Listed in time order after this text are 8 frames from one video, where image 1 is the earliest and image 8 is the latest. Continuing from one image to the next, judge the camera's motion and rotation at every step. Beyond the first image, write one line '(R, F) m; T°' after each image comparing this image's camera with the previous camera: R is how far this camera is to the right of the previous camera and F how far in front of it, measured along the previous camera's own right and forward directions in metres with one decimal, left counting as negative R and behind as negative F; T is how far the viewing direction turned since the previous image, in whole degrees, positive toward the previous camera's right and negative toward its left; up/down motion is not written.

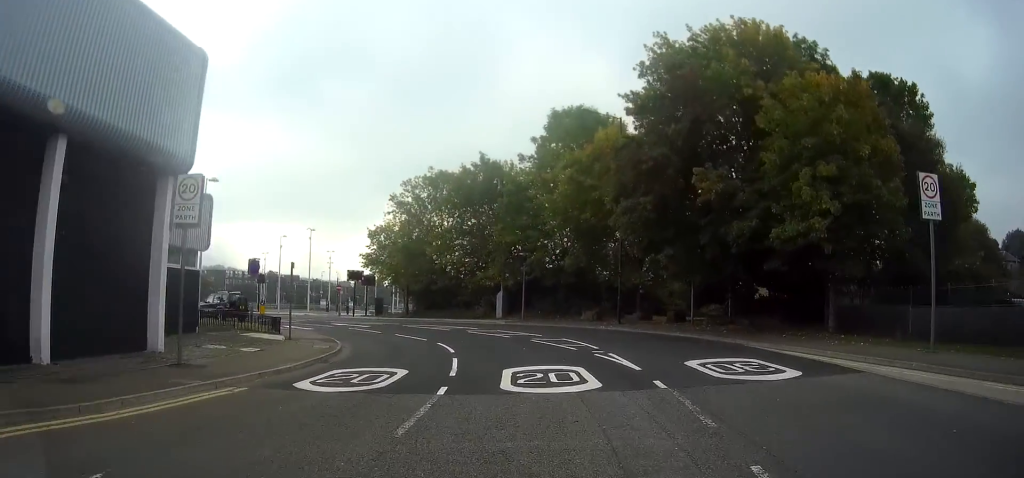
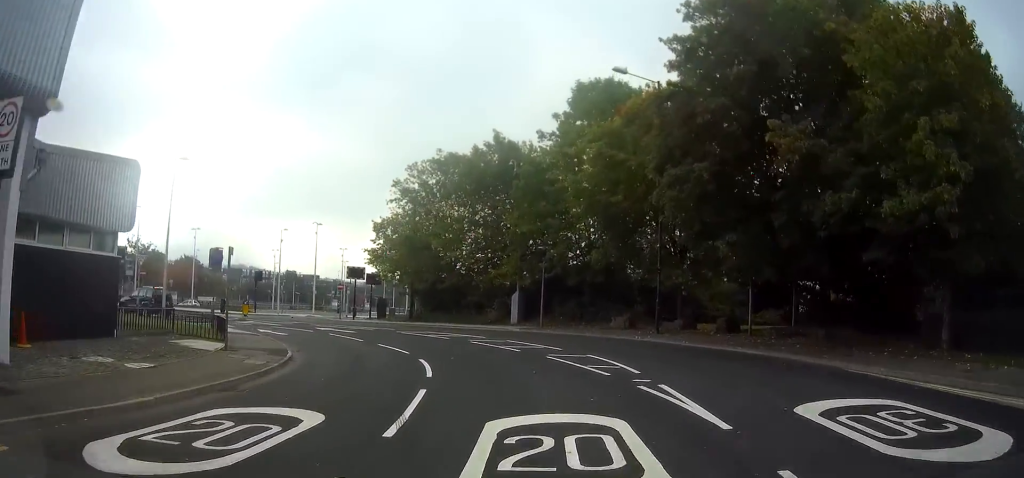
(+0.1, +6.2) m; -2°
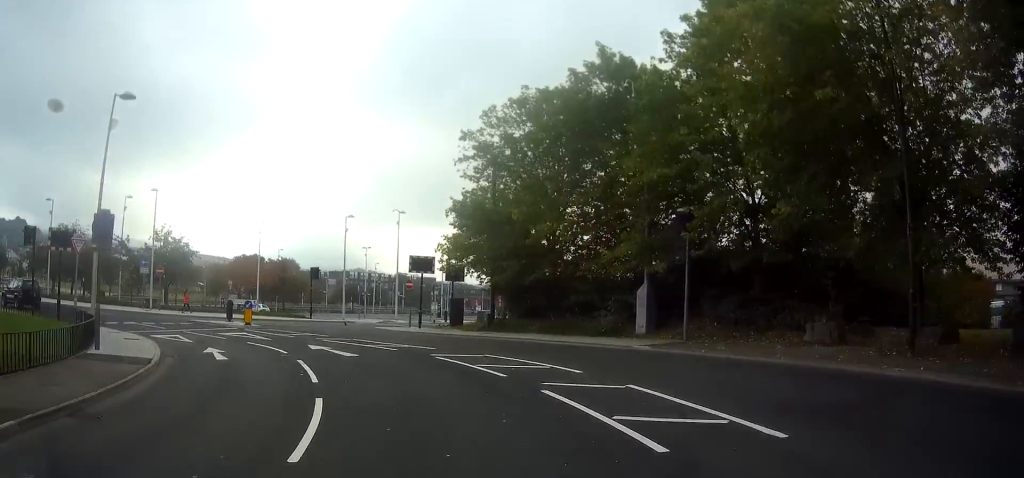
(-1.3, +13.2) m; -15°
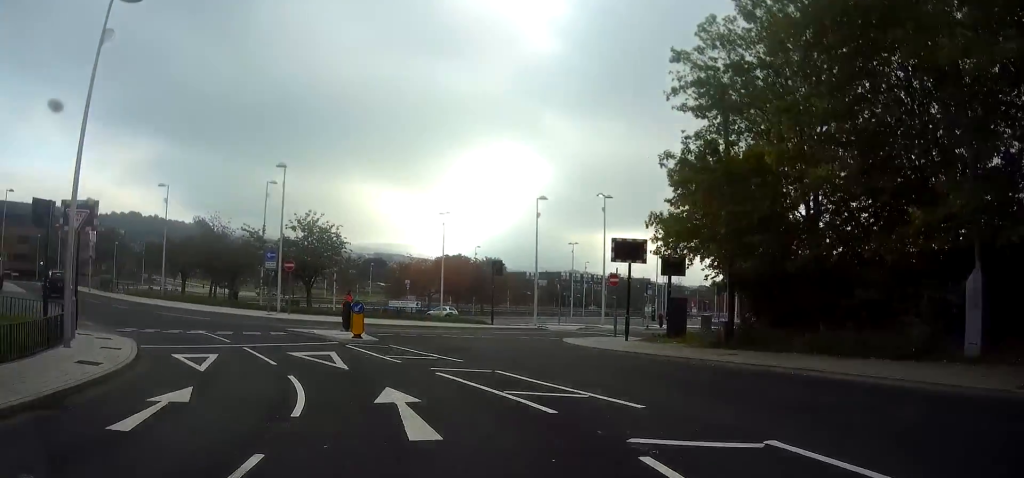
(-1.4, +9.7) m; -17°
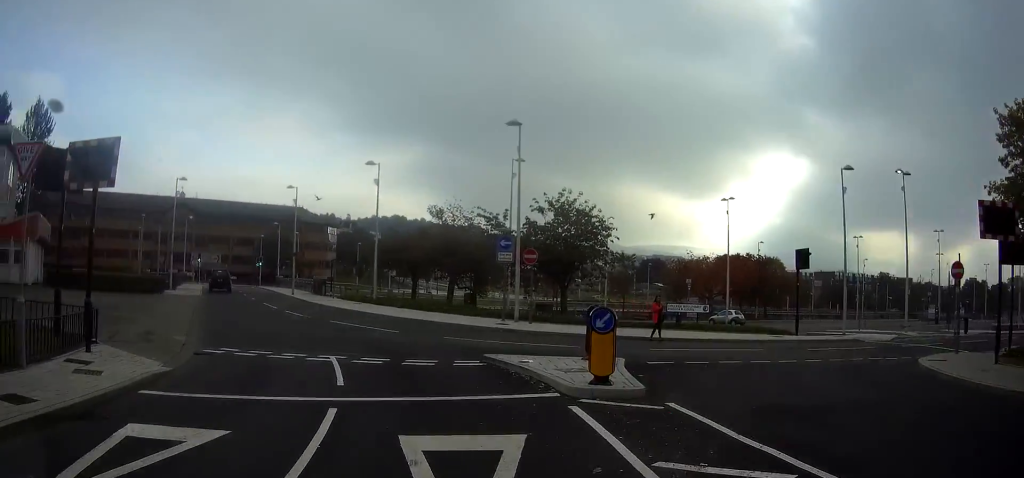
(-1.7, +9.1) m; -18°
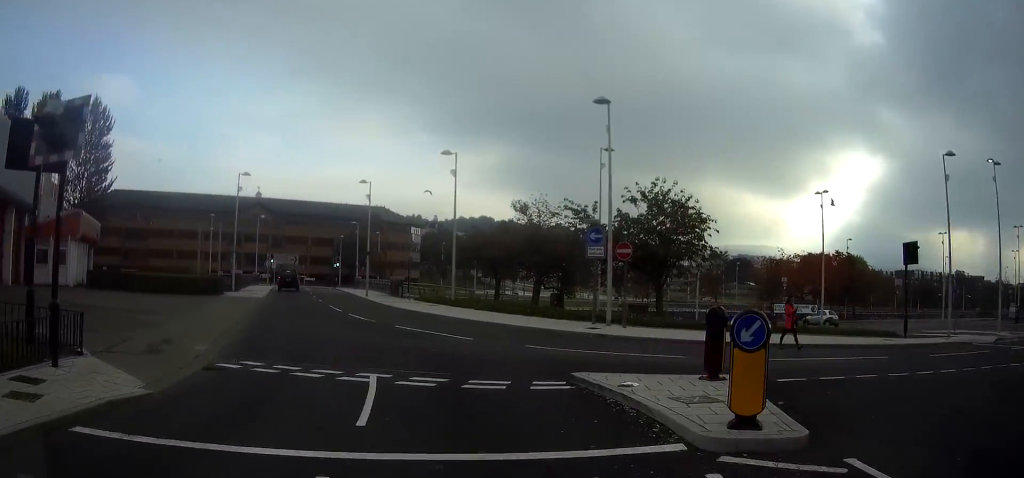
(-0.2, +3.2) m; -5°
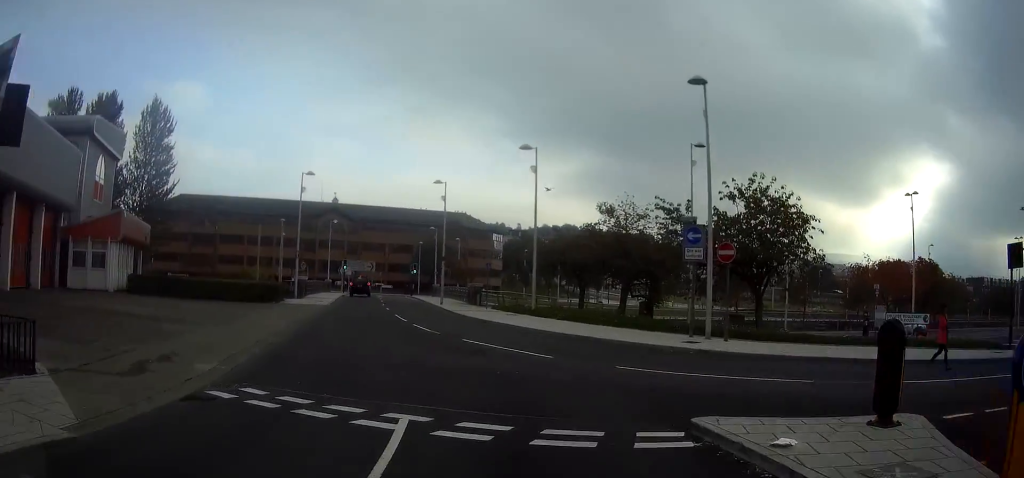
(-0.1, +3.3) m; -6°
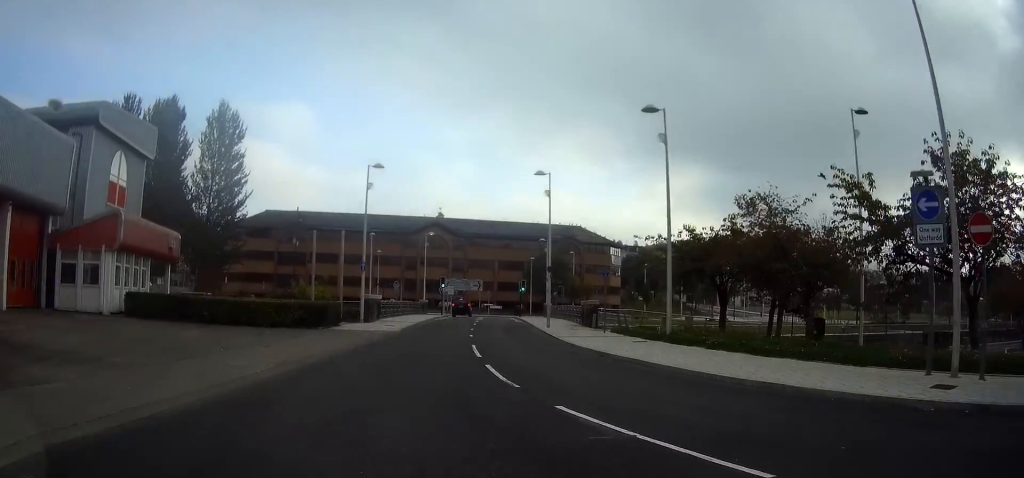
(-1.3, +9.6) m; -10°
